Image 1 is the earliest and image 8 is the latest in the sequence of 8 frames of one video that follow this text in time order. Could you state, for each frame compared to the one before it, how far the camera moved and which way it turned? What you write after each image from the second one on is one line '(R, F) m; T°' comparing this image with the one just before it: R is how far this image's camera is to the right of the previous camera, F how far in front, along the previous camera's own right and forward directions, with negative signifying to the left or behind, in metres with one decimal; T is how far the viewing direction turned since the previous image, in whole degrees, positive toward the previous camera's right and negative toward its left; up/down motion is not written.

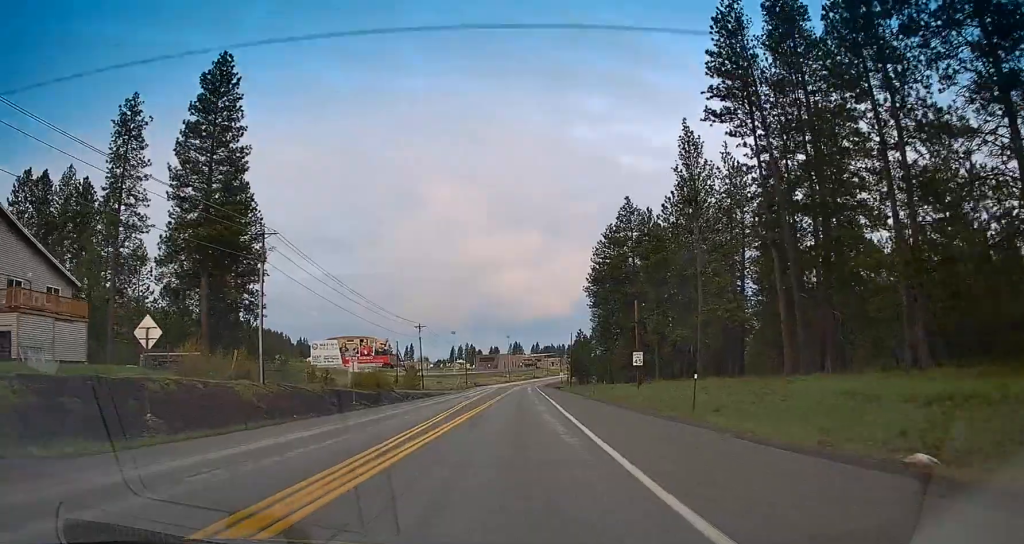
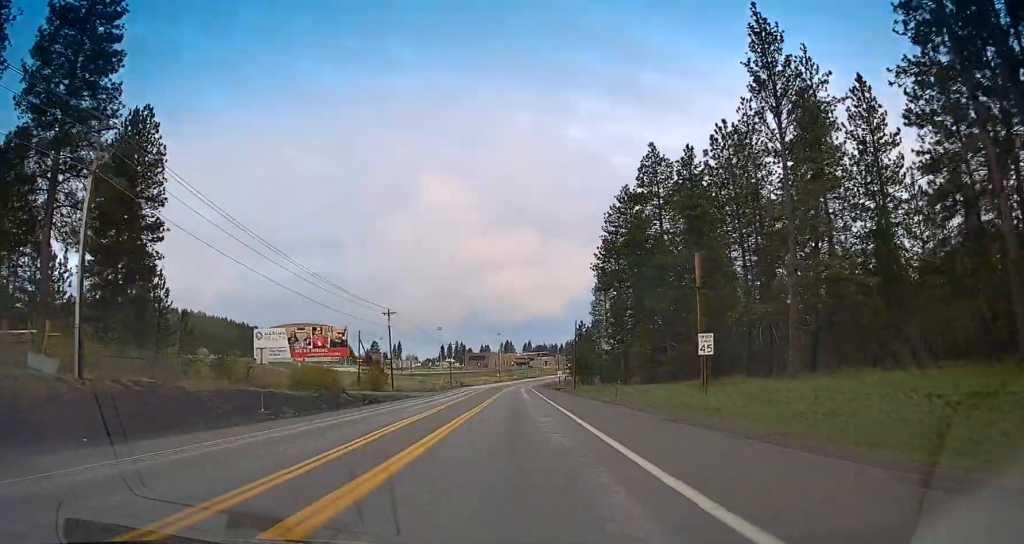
(+0.2, +23.3) m; +1°
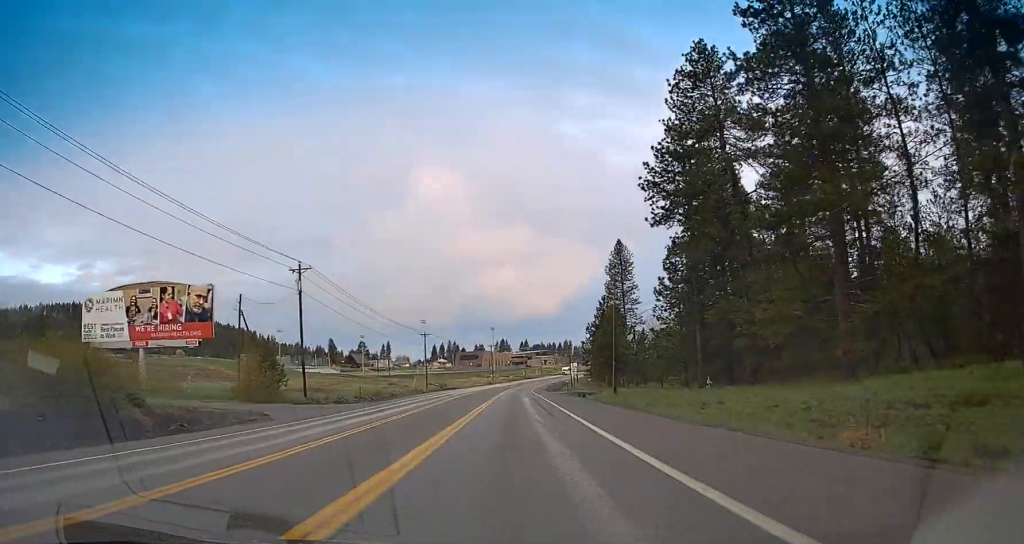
(0.0, +41.8) m; 0°
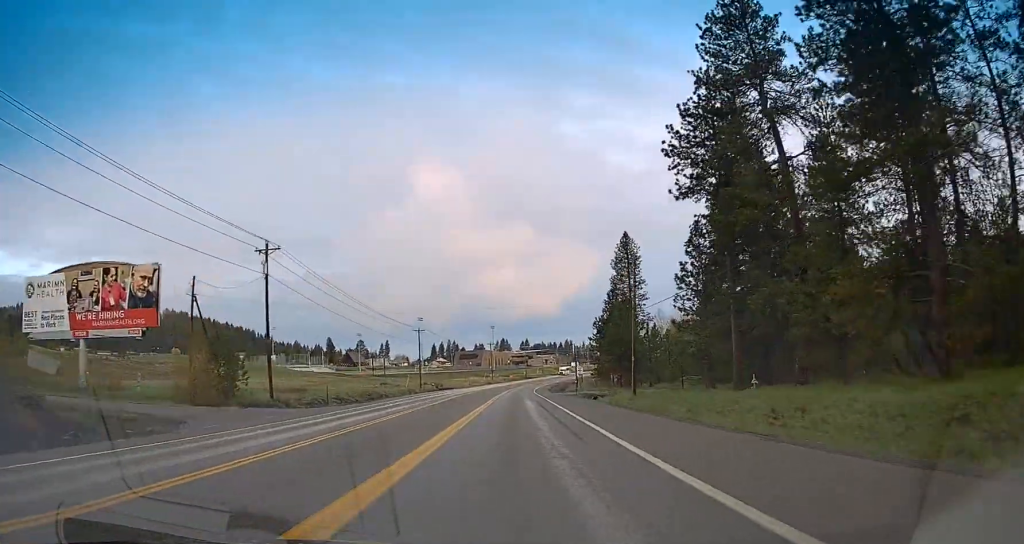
(-0.1, +9.0) m; +1°
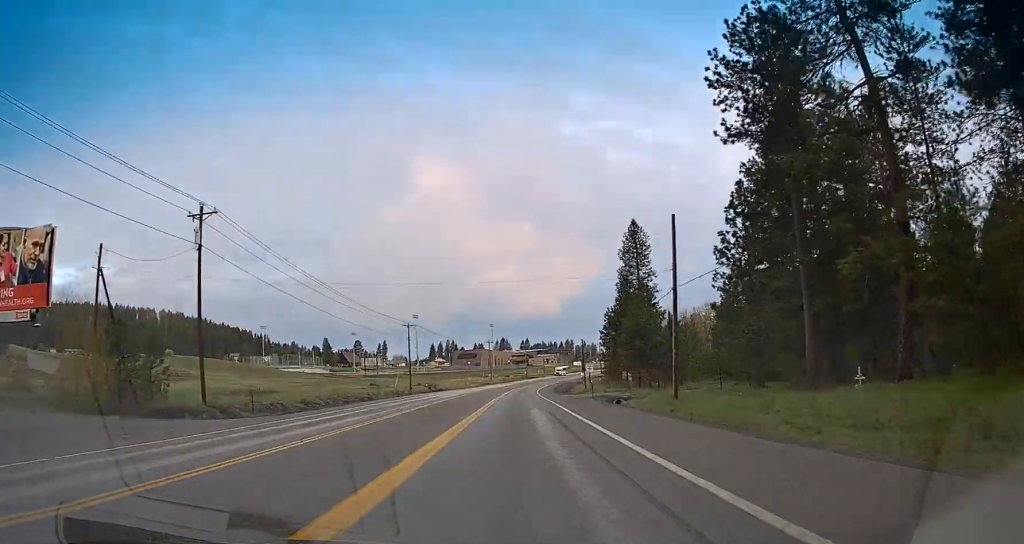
(+0.2, +12.3) m; 0°
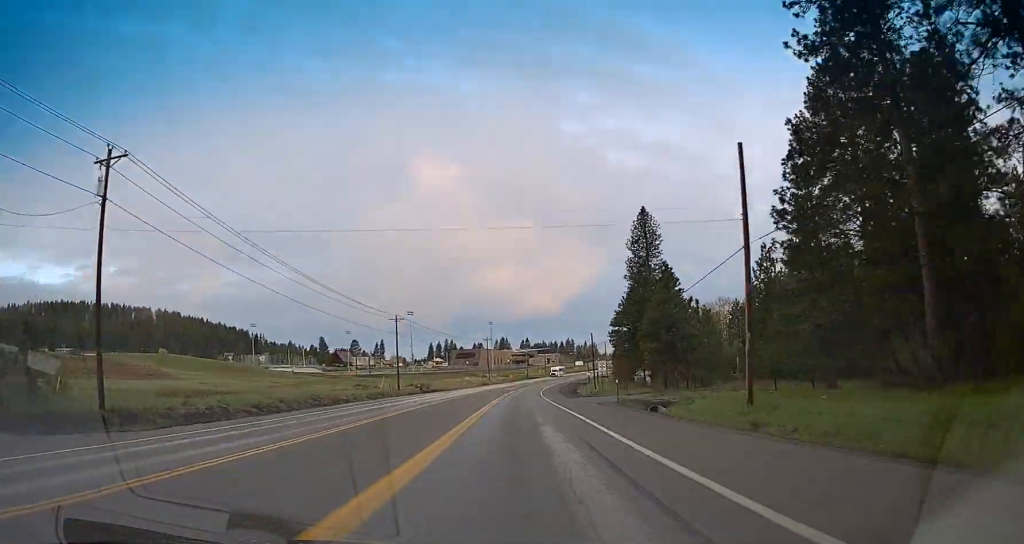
(+0.2, +11.5) m; 0°
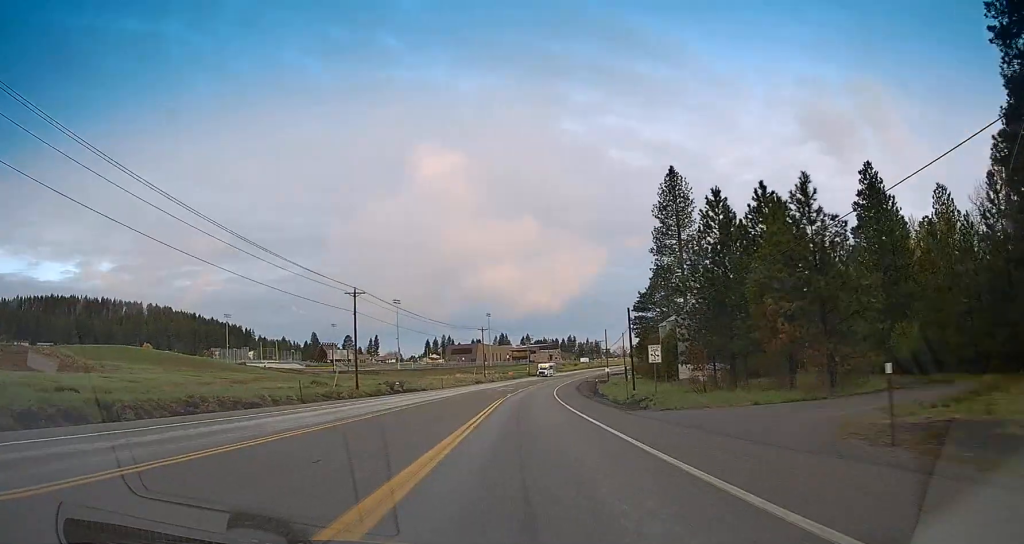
(-0.3, +26.5) m; 0°
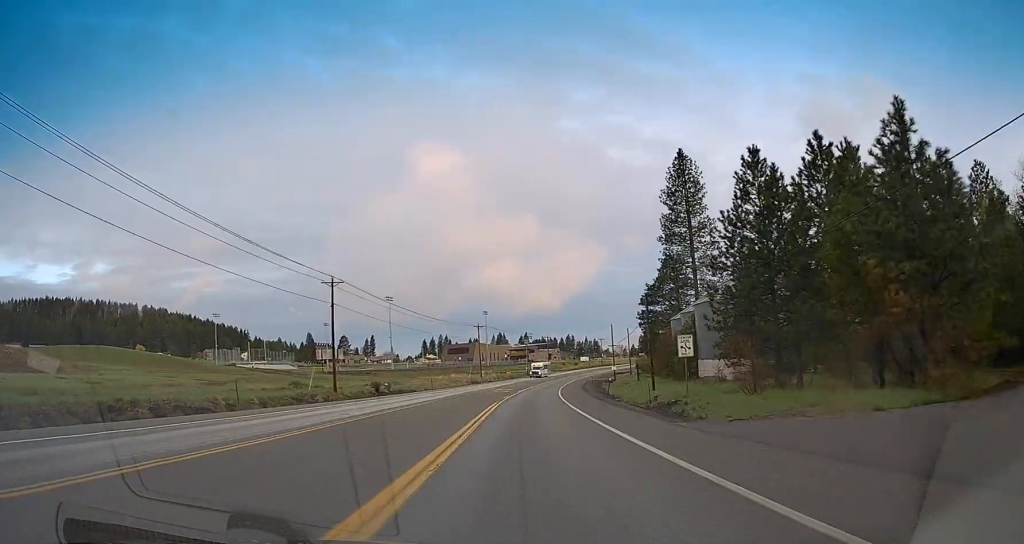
(+0.2, +8.5) m; 0°
